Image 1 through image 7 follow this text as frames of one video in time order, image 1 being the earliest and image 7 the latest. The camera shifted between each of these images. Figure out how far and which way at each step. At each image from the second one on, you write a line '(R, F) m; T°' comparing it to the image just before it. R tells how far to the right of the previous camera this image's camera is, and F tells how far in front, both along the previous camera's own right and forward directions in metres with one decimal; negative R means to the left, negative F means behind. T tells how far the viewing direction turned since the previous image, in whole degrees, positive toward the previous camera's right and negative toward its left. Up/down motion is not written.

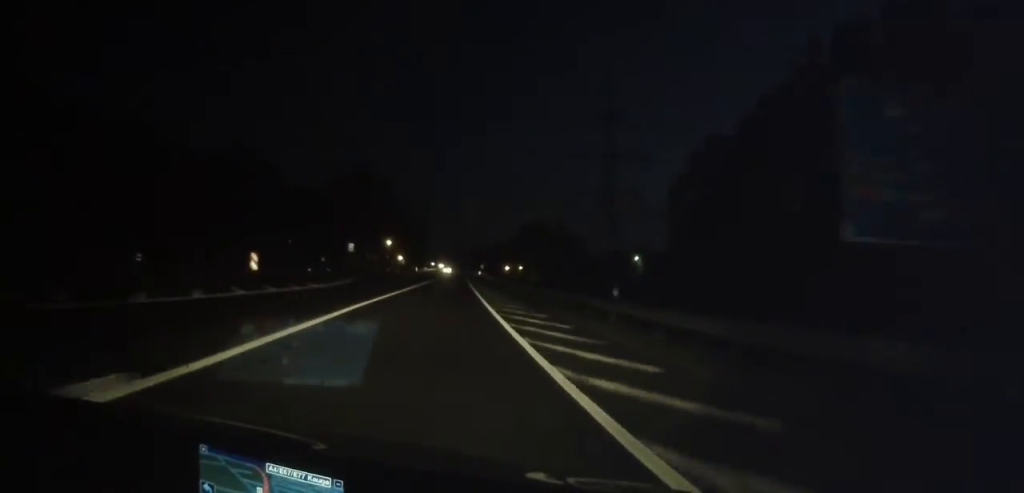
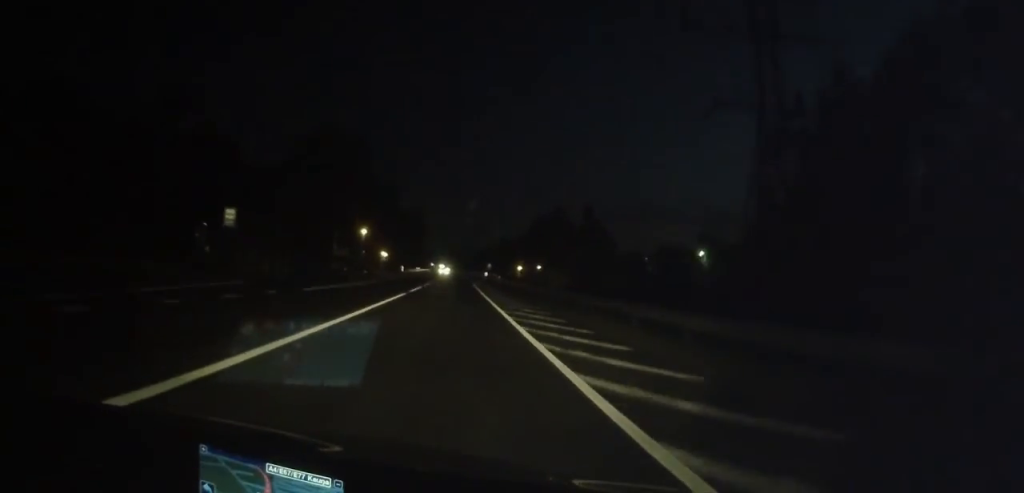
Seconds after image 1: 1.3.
(-0.1, +36.6) m; 0°
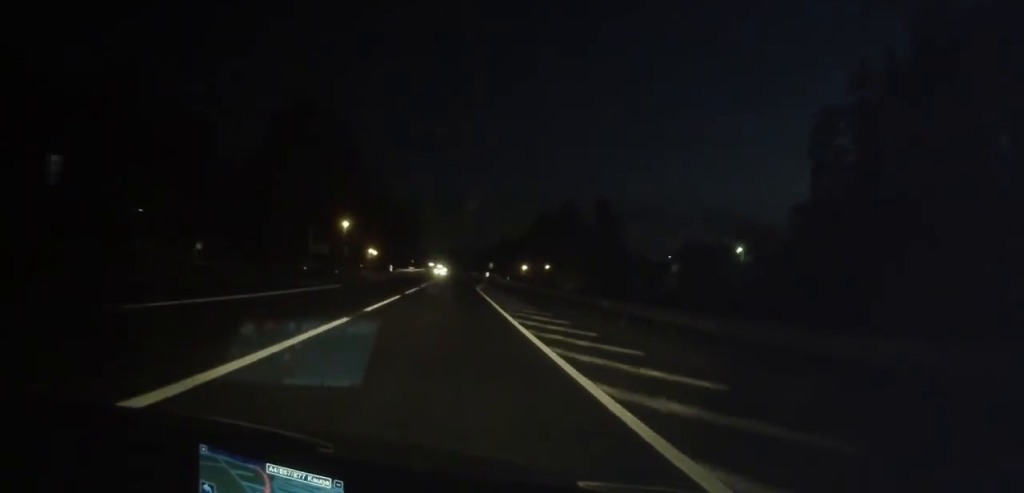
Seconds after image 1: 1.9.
(-0.1, +14.8) m; 0°
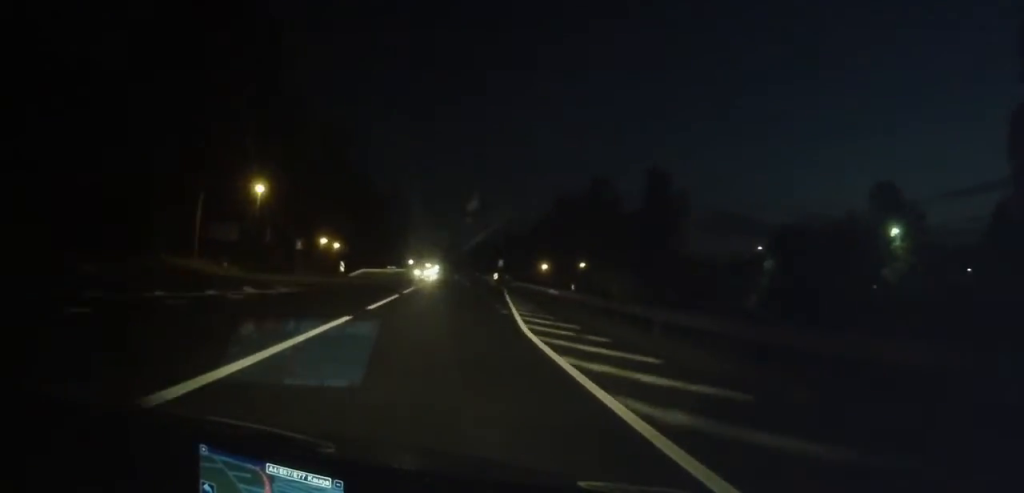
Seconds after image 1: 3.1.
(-0.2, +35.2) m; 0°
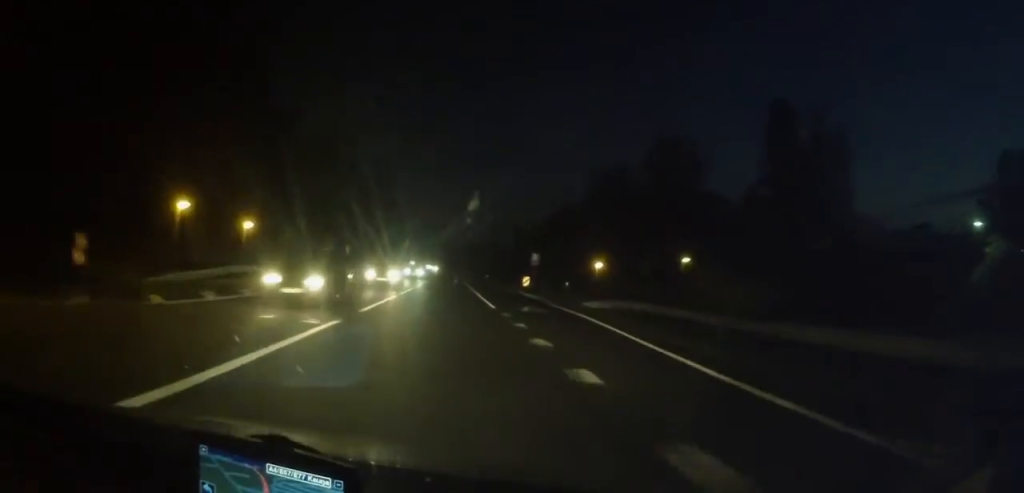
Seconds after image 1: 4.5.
(+0.3, +37.2) m; +1°
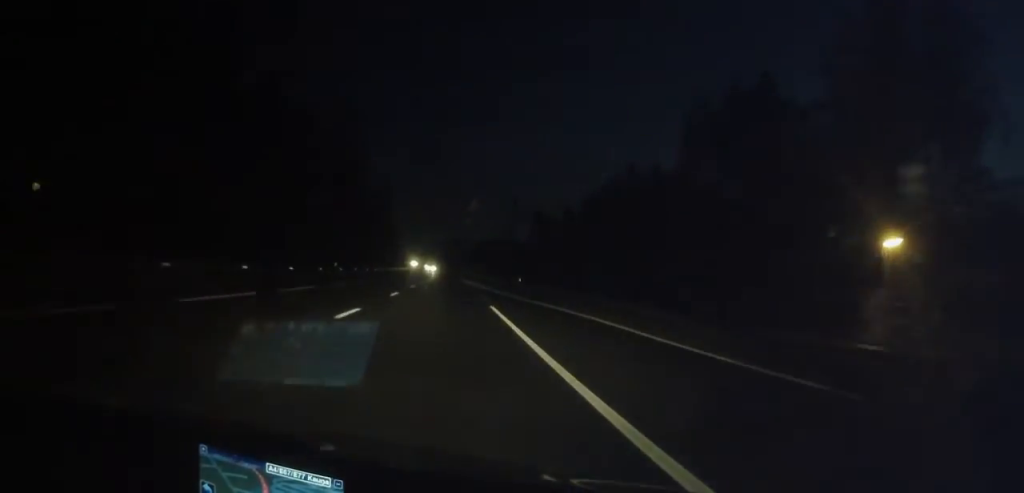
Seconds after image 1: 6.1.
(+0.4, +44.8) m; +1°
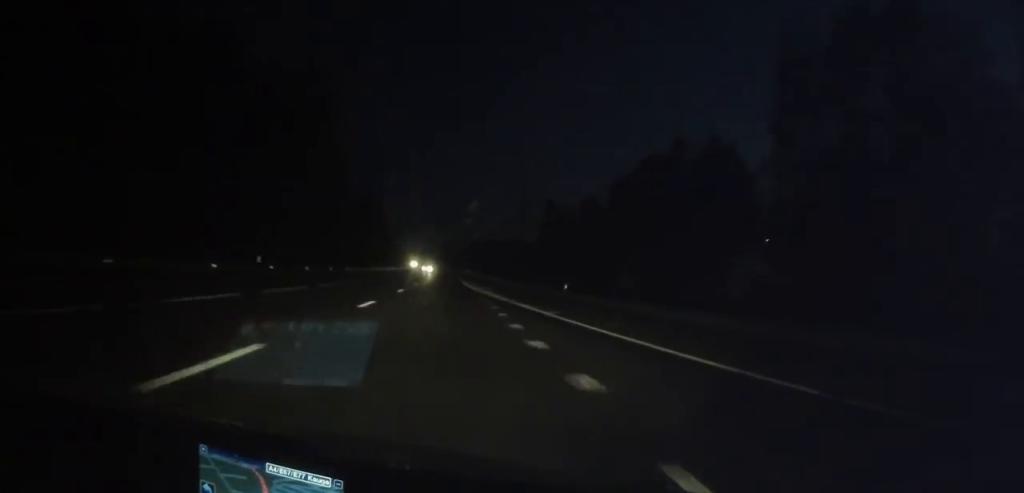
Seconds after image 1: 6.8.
(+0.1, +19.6) m; 0°
